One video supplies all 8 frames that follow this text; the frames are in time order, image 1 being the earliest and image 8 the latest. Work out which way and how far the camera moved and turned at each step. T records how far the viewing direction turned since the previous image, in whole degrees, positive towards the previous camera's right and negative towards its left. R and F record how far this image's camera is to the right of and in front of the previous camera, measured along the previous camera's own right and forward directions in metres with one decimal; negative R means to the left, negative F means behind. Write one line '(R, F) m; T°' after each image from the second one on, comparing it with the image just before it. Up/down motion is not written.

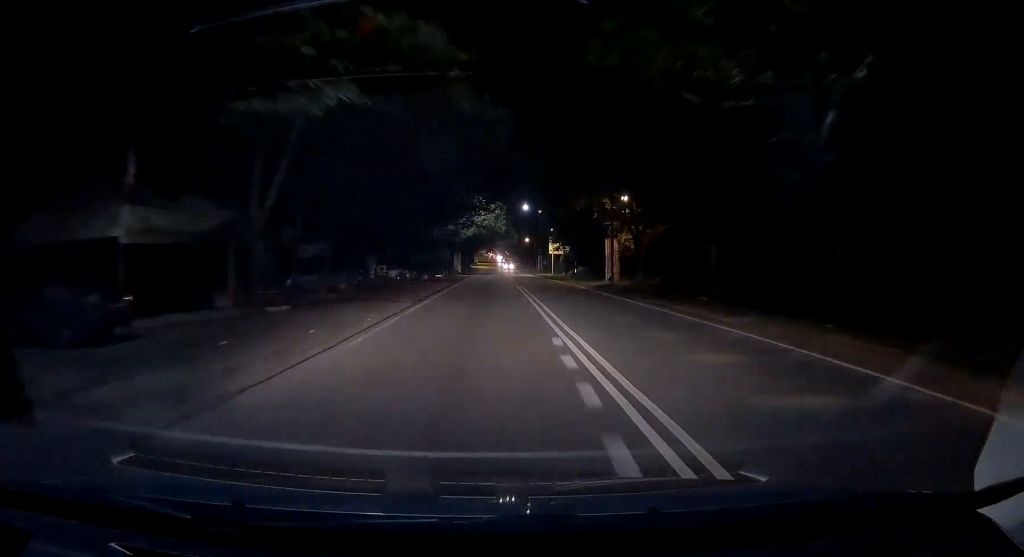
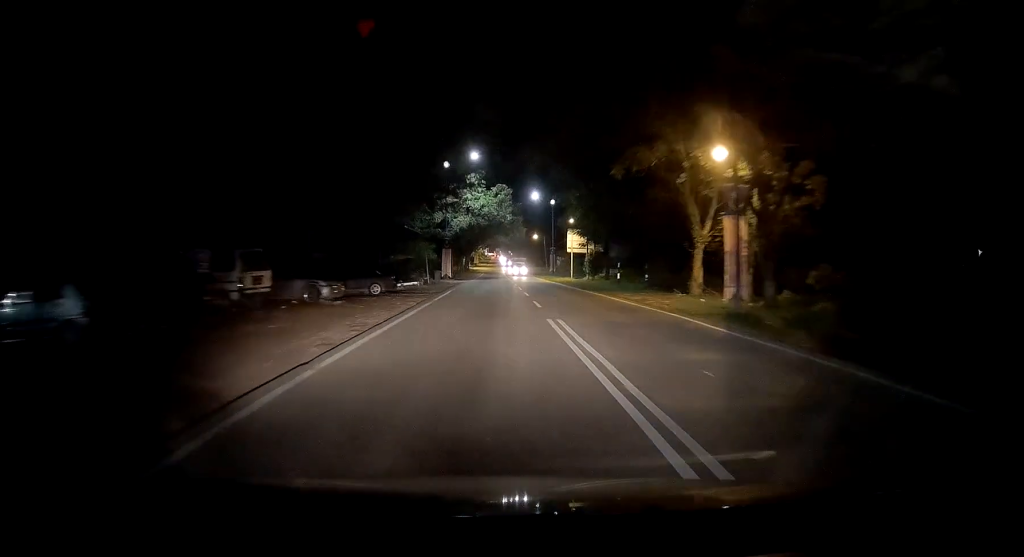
(+0.2, +19.7) m; -1°
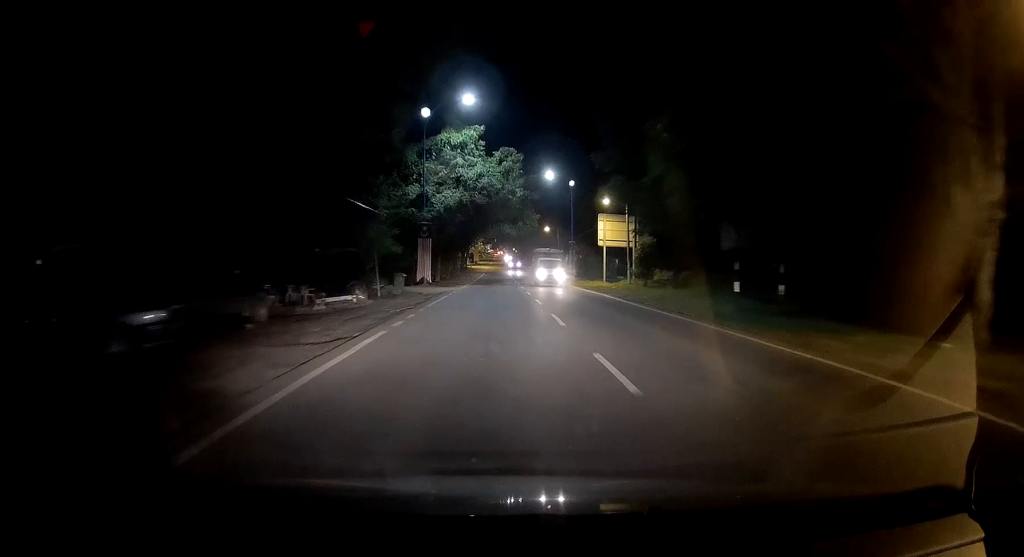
(-0.1, +19.5) m; 0°
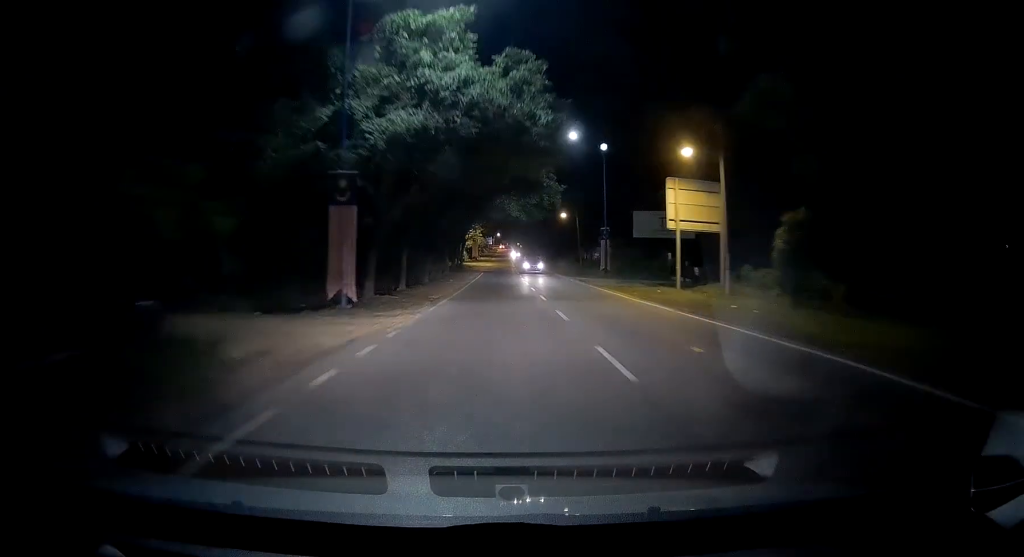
(-0.2, +20.5) m; -2°
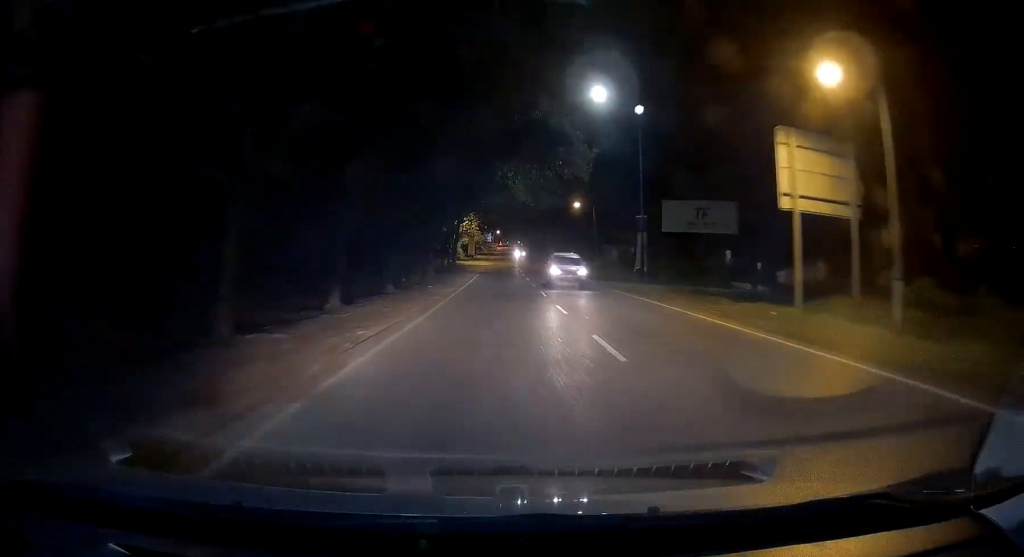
(-0.1, +13.1) m; 0°
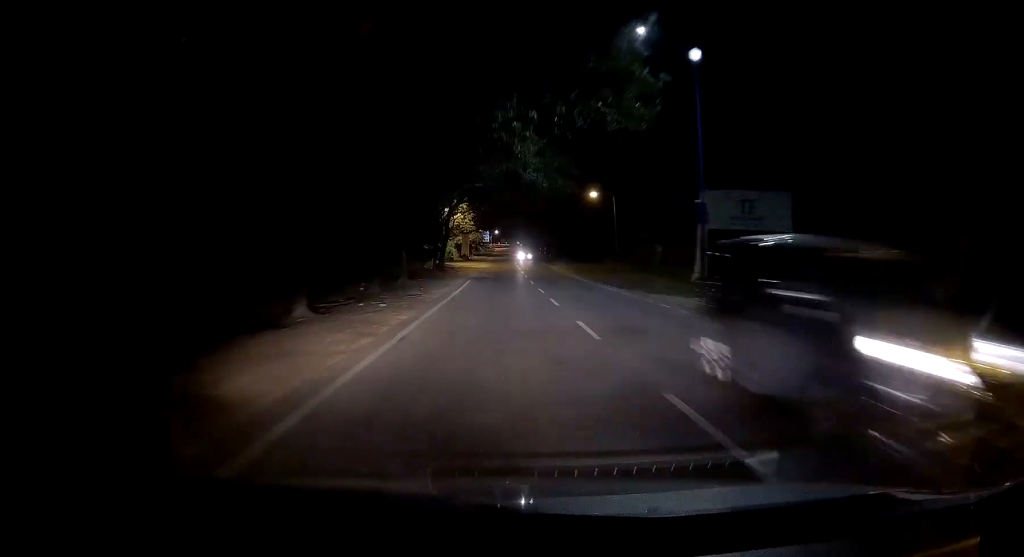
(+0.1, +11.8) m; 0°
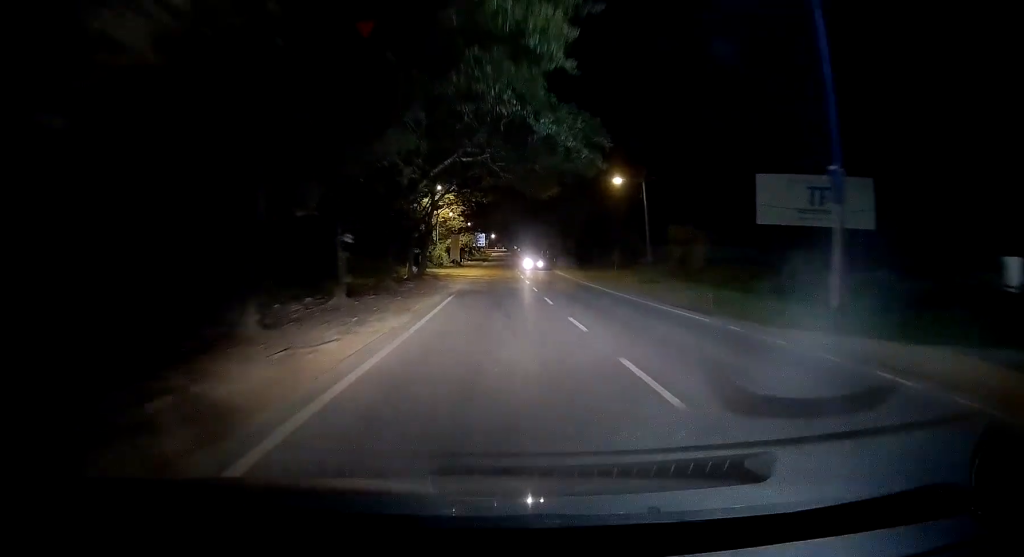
(+0.1, +11.9) m; -1°
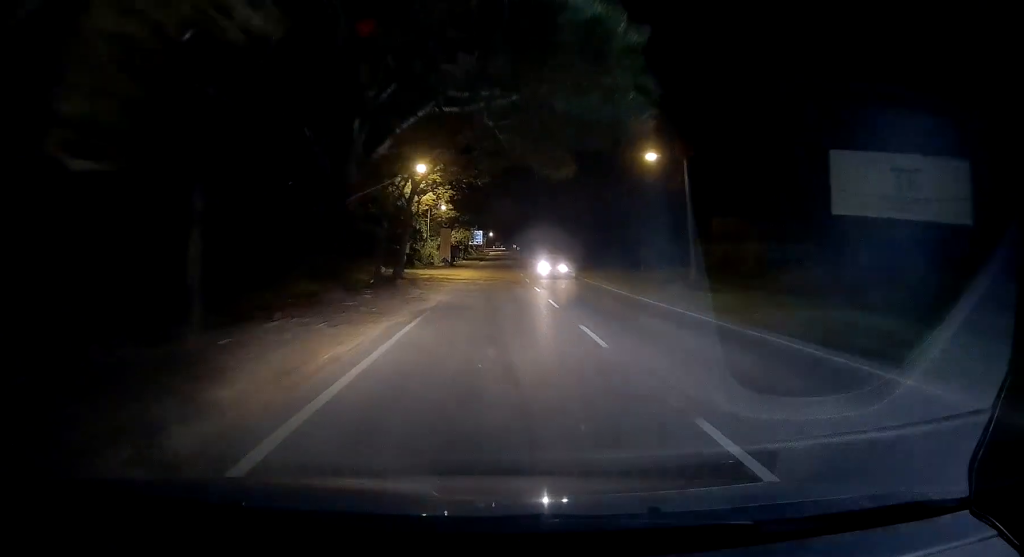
(-0.3, +9.4) m; +1°
